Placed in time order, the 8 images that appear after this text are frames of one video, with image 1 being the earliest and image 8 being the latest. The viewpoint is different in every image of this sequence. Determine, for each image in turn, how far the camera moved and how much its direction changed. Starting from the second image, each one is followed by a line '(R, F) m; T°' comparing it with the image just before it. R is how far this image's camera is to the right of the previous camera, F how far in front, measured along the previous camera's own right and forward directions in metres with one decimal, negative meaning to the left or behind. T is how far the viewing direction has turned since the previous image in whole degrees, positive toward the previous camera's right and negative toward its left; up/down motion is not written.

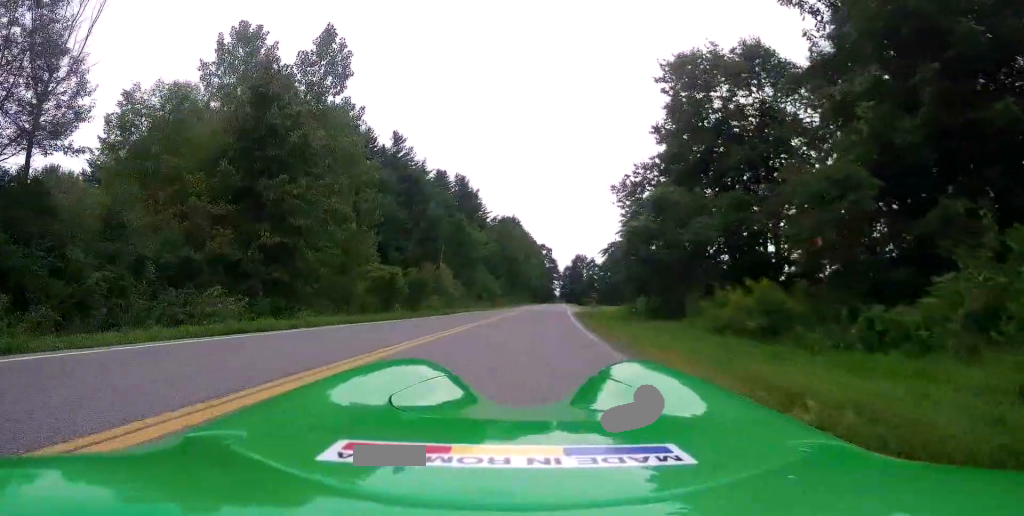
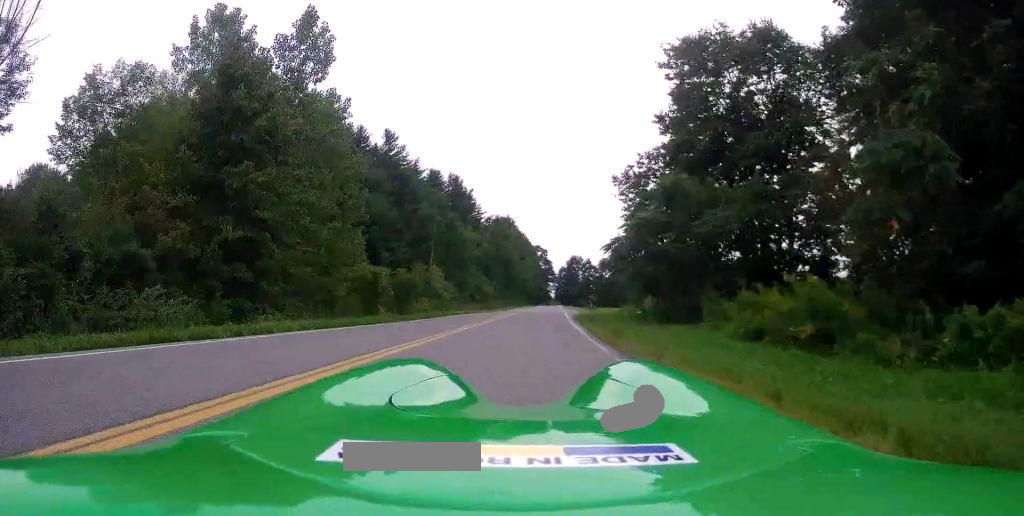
(0.0, +2.9) m; +1°
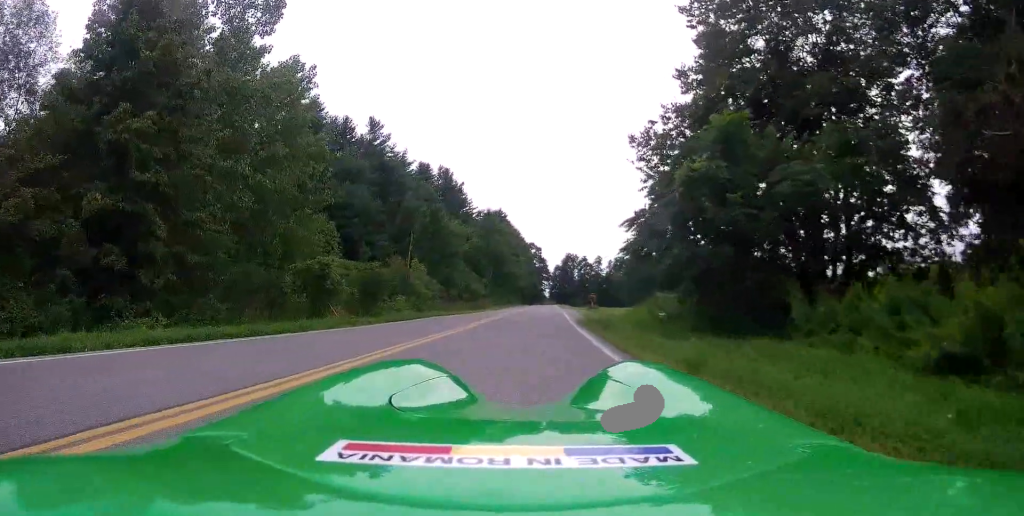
(+0.1, +7.9) m; +1°
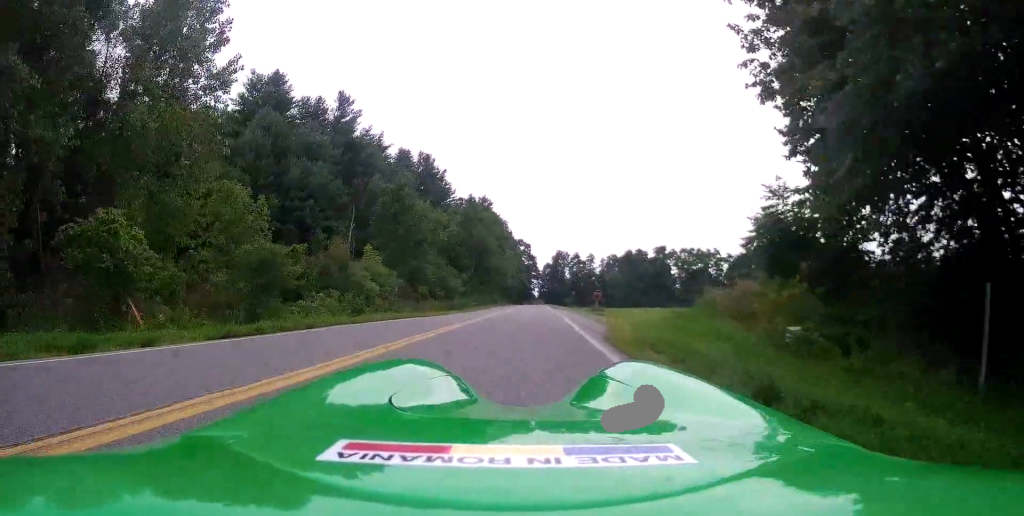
(+0.4, +11.5) m; +1°
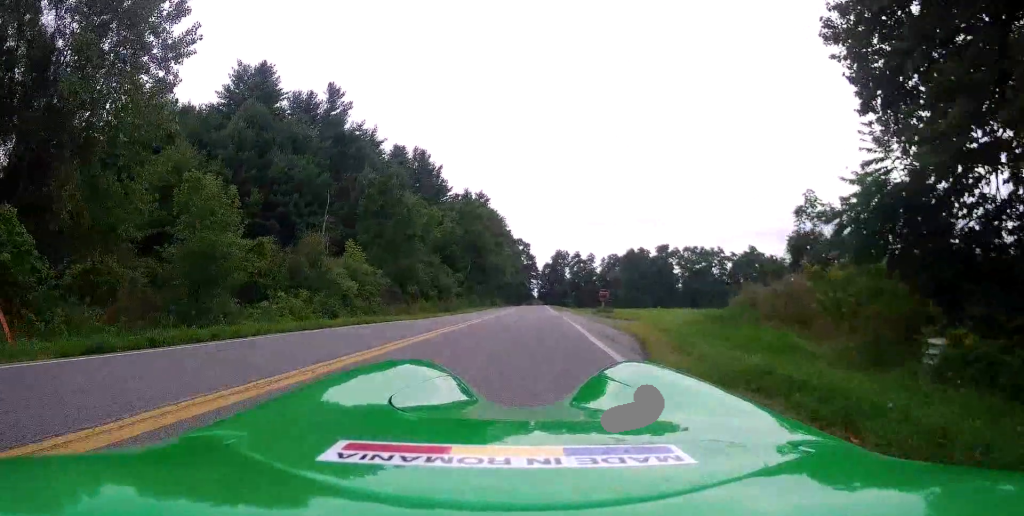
(-0.1, +3.9) m; -3°
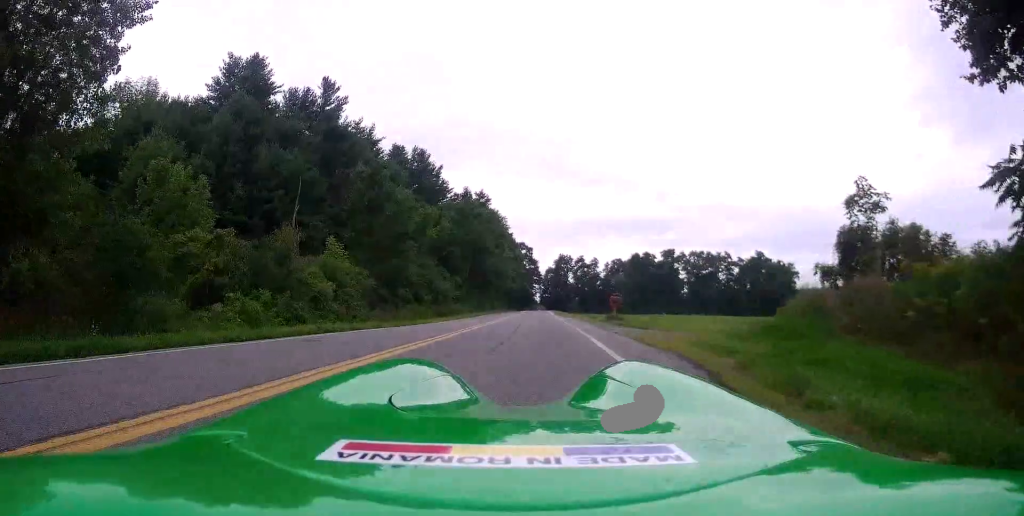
(-0.1, +3.7) m; +2°
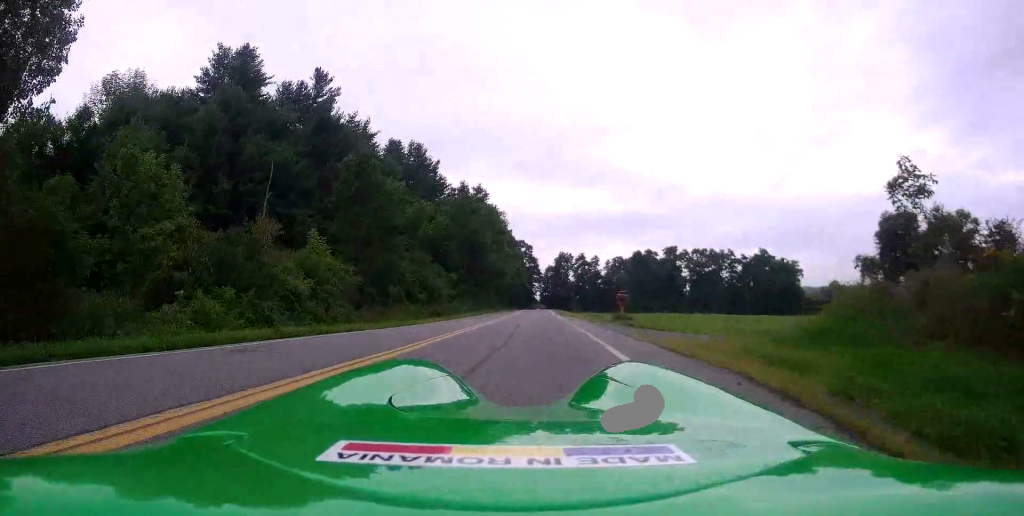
(+0.1, +2.7) m; 0°
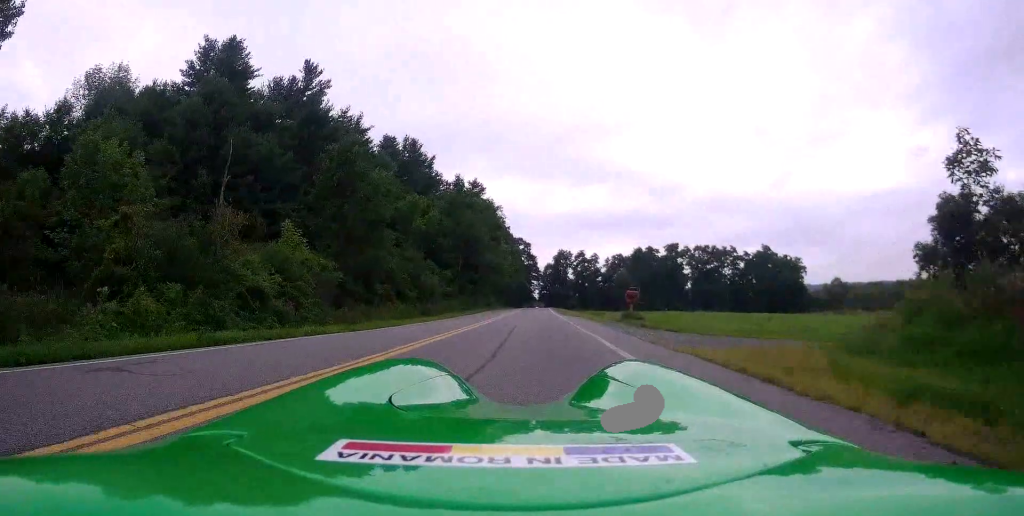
(+0.2, +3.0) m; 0°
